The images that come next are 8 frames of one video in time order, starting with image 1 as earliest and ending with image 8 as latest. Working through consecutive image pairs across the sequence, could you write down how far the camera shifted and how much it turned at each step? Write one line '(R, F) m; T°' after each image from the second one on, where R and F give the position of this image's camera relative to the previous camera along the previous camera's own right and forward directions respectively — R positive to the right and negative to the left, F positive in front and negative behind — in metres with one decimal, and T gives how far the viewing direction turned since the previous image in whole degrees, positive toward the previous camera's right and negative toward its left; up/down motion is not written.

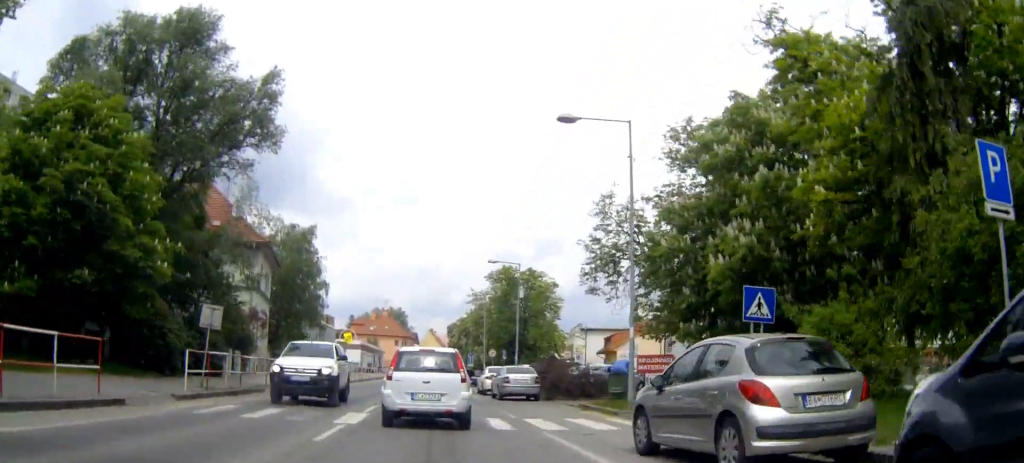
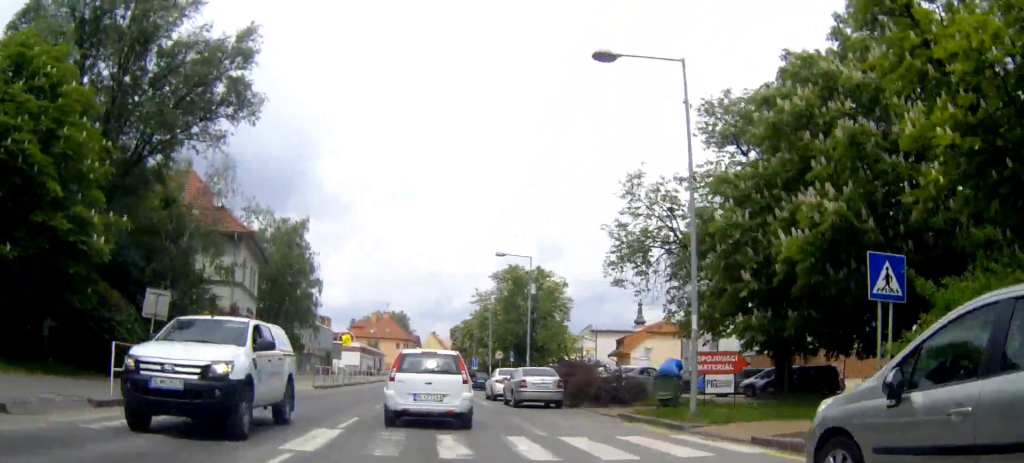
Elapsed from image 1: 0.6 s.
(-0.1, +5.0) m; 0°
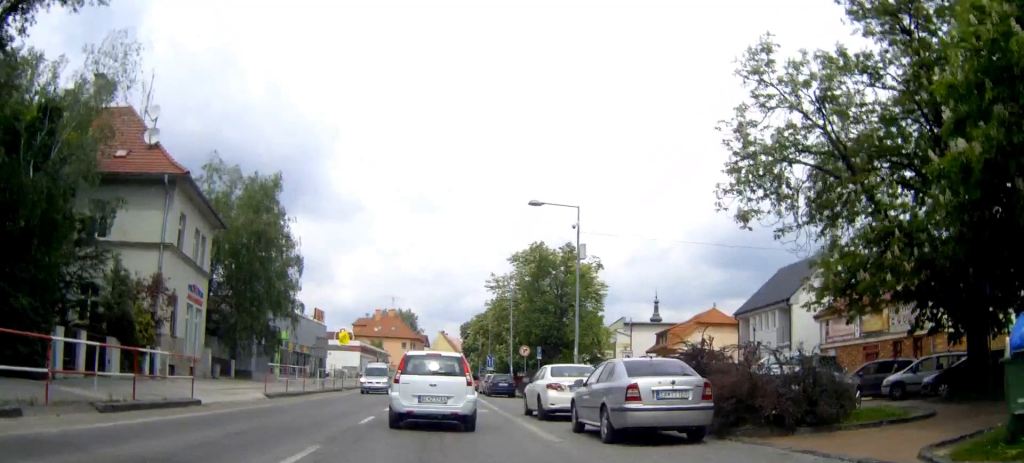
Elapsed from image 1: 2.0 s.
(-0.1, +13.1) m; 0°
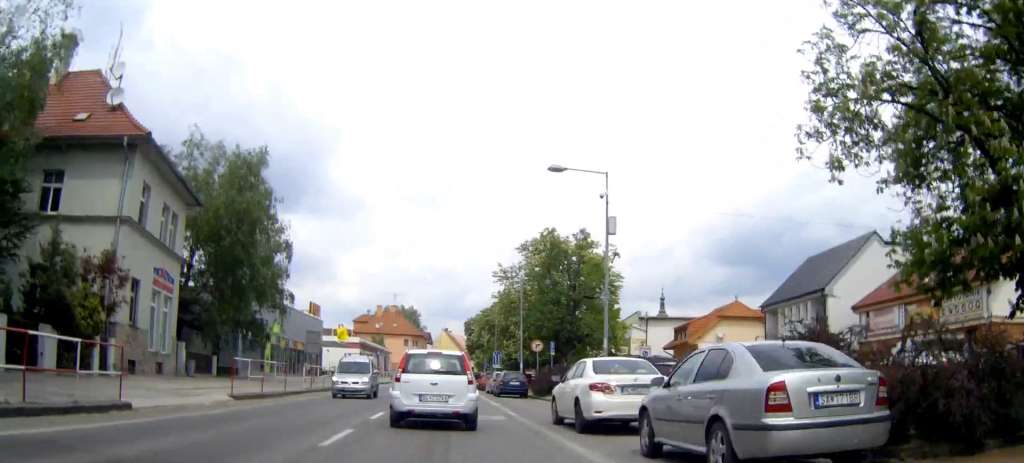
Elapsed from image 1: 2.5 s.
(0.0, +4.9) m; 0°
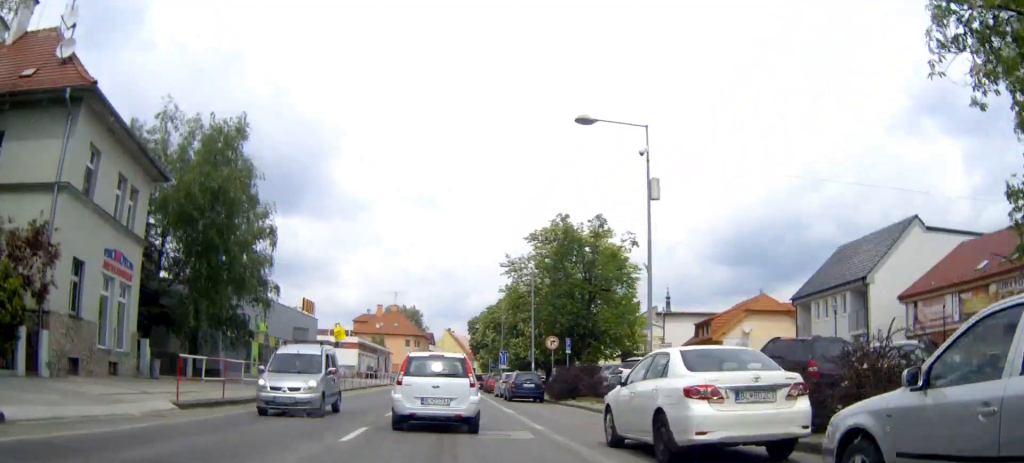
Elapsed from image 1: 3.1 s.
(0.0, +5.2) m; 0°
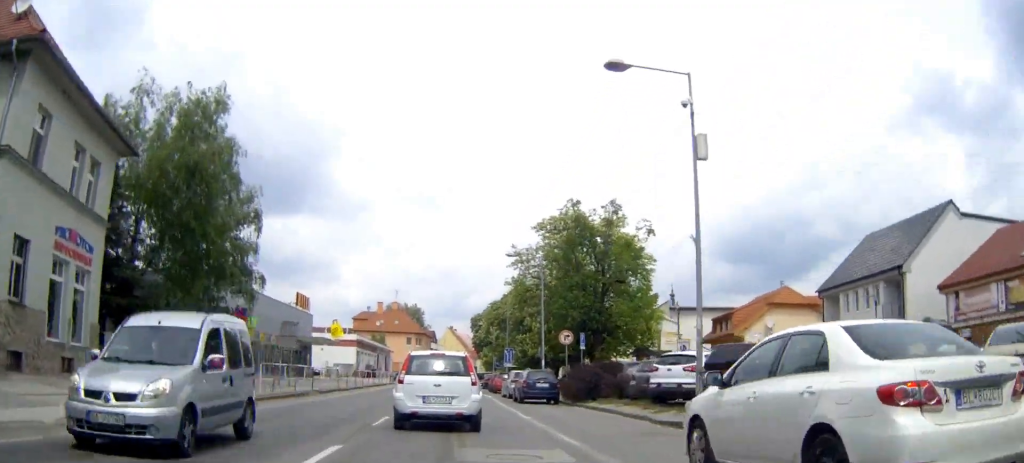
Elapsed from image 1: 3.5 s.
(0.0, +3.9) m; 0°
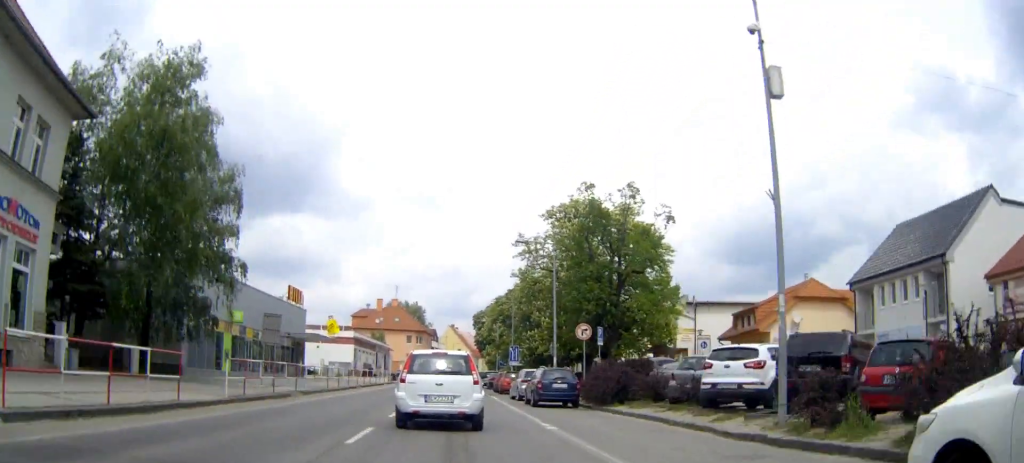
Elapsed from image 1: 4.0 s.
(0.0, +4.2) m; 0°
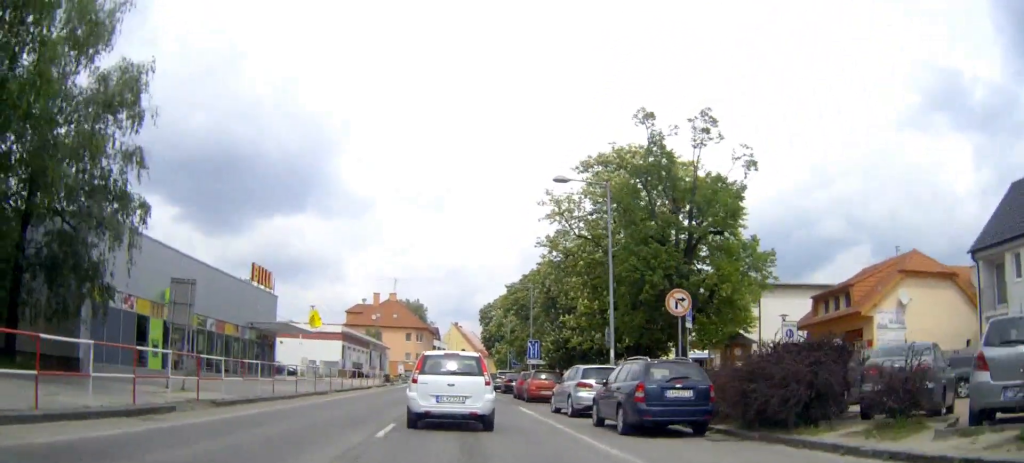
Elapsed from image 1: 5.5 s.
(0.0, +13.0) m; 0°
